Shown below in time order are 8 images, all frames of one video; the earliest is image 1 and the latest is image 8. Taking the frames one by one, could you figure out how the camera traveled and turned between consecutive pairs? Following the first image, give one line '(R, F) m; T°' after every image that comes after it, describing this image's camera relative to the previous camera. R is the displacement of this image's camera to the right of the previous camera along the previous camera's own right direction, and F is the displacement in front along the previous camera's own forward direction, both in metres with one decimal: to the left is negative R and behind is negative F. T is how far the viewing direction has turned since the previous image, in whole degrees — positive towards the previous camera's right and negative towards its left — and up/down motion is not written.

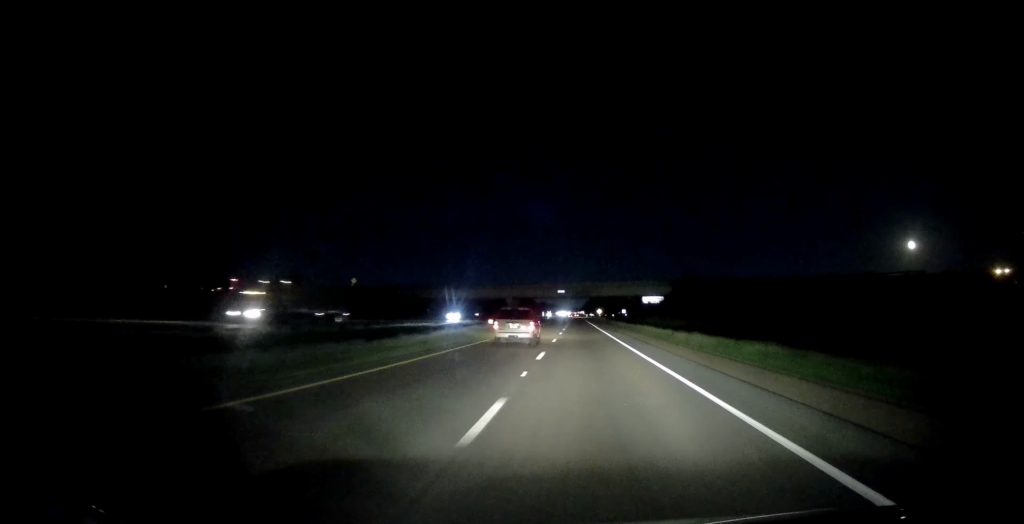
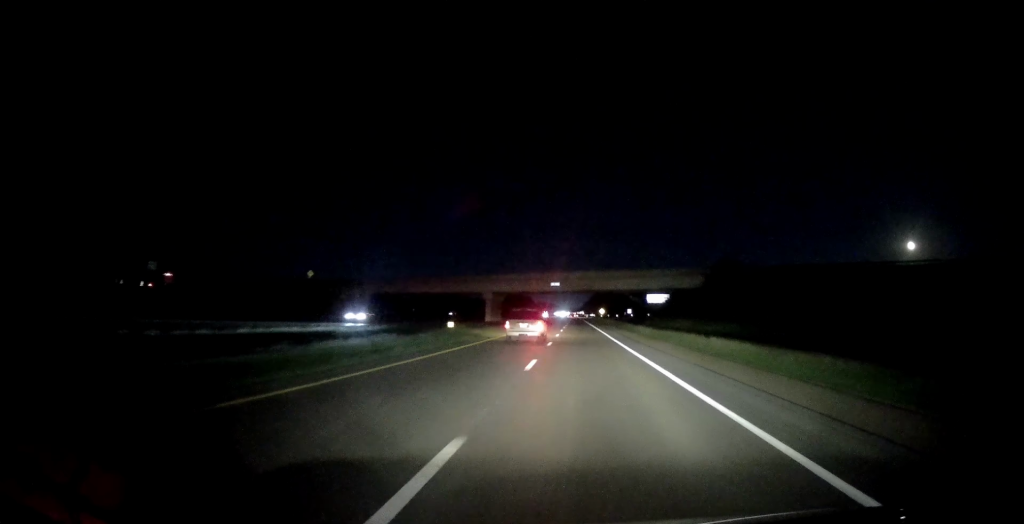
(+0.1, +29.0) m; 0°
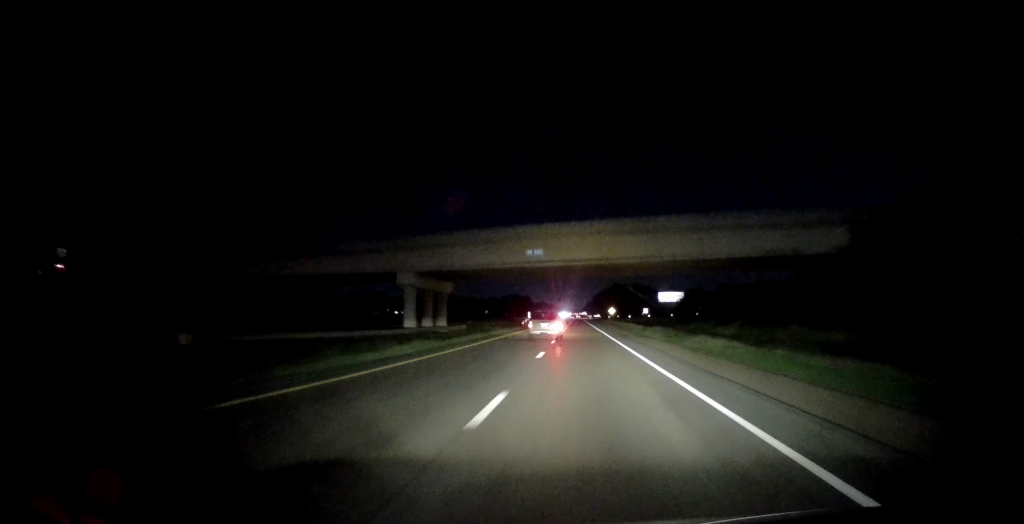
(+0.1, +46.1) m; 0°
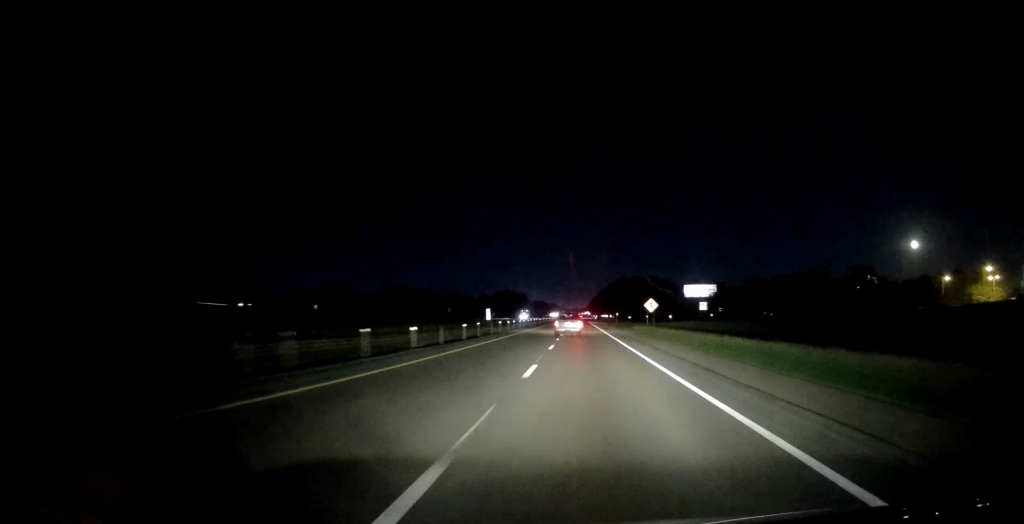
(-0.8, +77.8) m; -1°
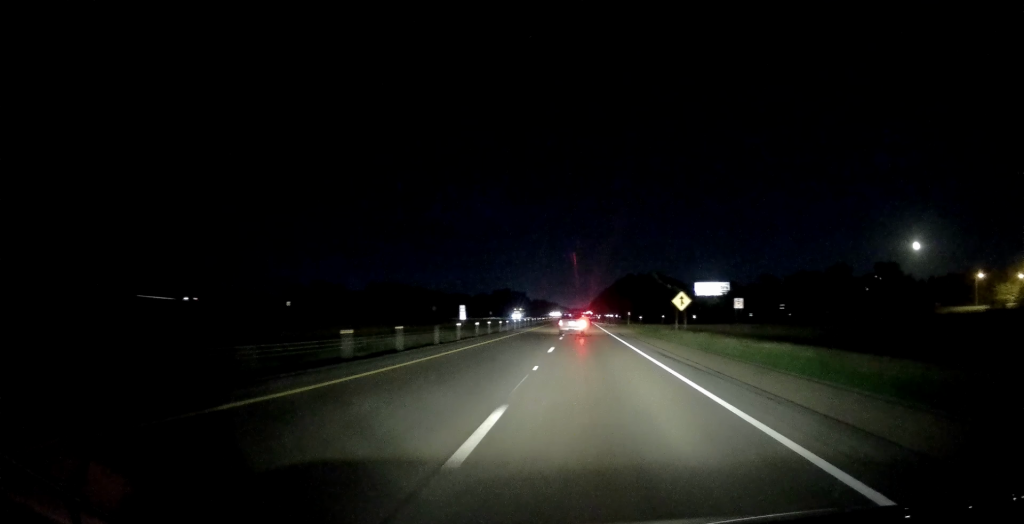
(-0.3, +20.4) m; +1°
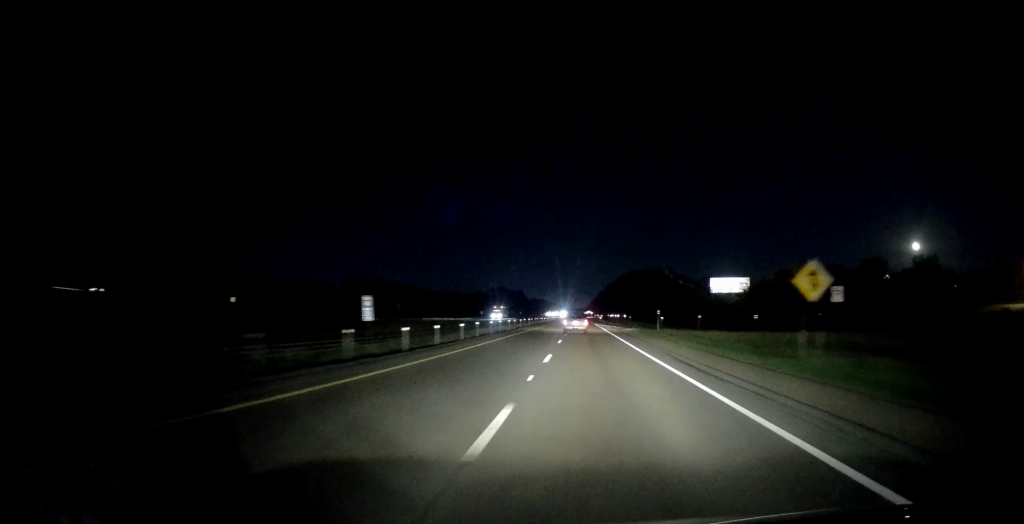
(+0.7, +30.3) m; 0°
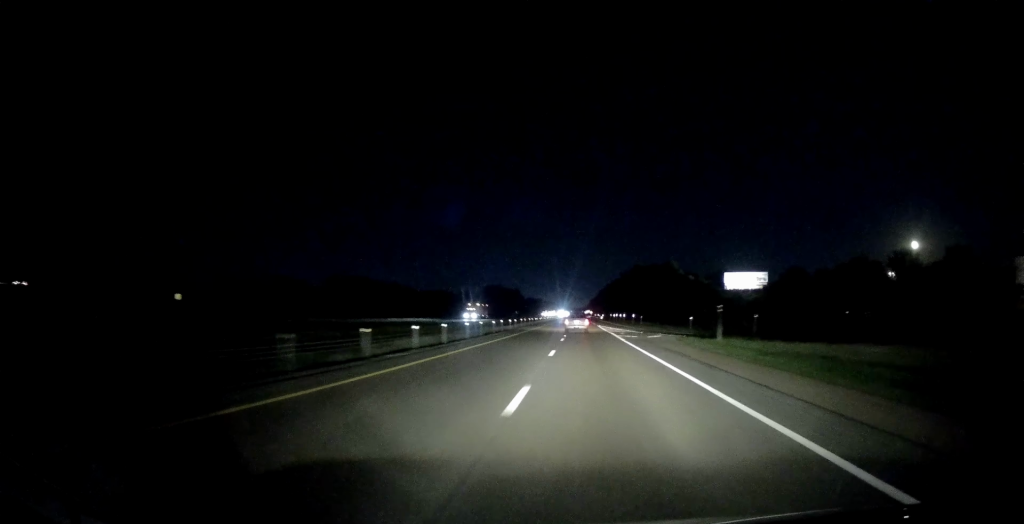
(-0.4, +22.8) m; 0°
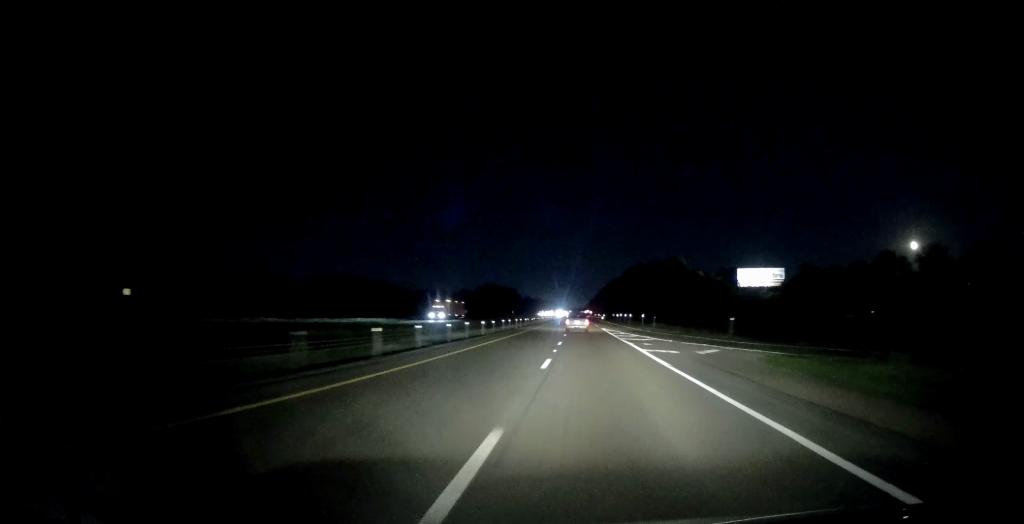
(-0.2, +18.4) m; 0°
